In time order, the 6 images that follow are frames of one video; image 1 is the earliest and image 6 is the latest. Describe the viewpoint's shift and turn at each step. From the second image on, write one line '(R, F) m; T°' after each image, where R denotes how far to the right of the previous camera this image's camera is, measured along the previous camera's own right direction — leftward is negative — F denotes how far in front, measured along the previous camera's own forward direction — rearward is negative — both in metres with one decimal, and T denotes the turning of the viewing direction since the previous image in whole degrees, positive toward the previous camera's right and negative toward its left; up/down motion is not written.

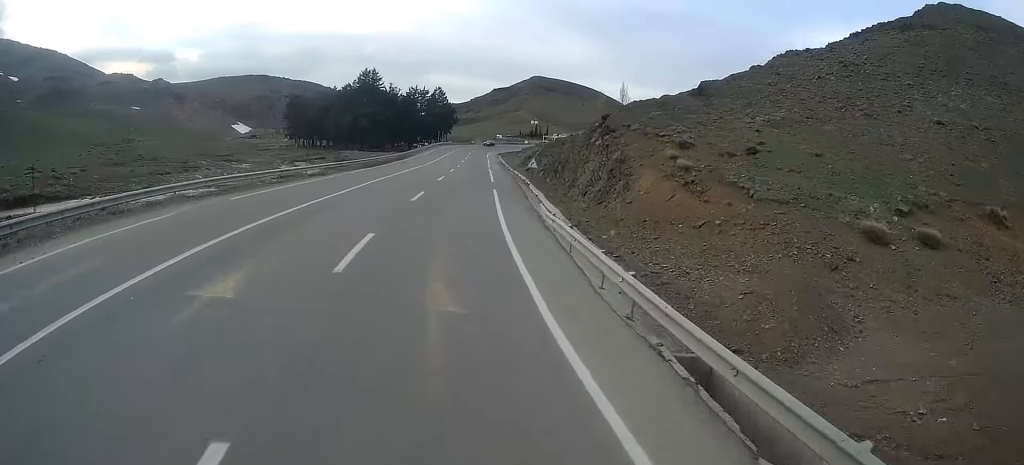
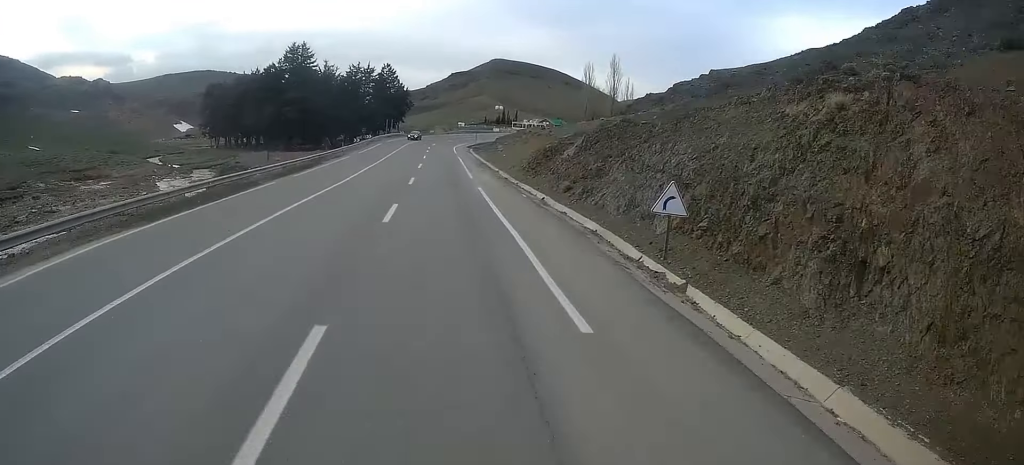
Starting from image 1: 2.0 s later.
(+0.6, +35.8) m; +2°
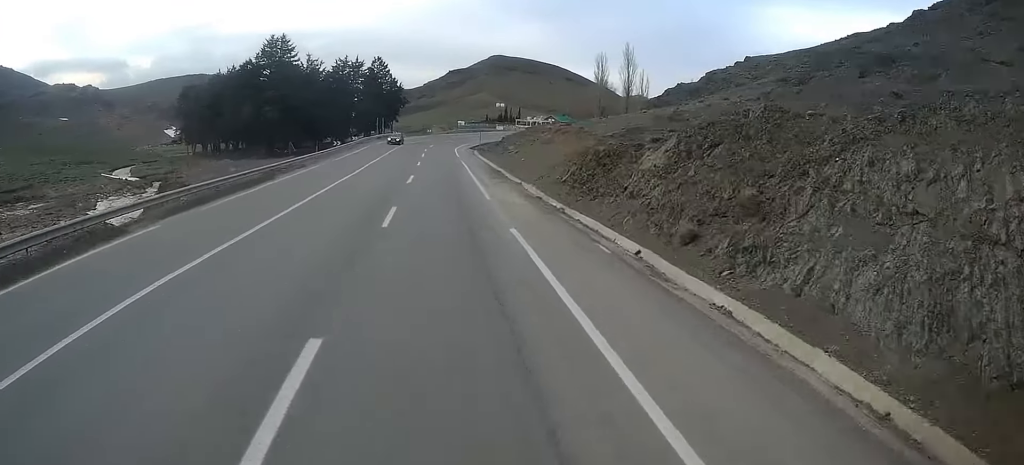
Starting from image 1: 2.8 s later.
(+0.2, +14.2) m; +1°
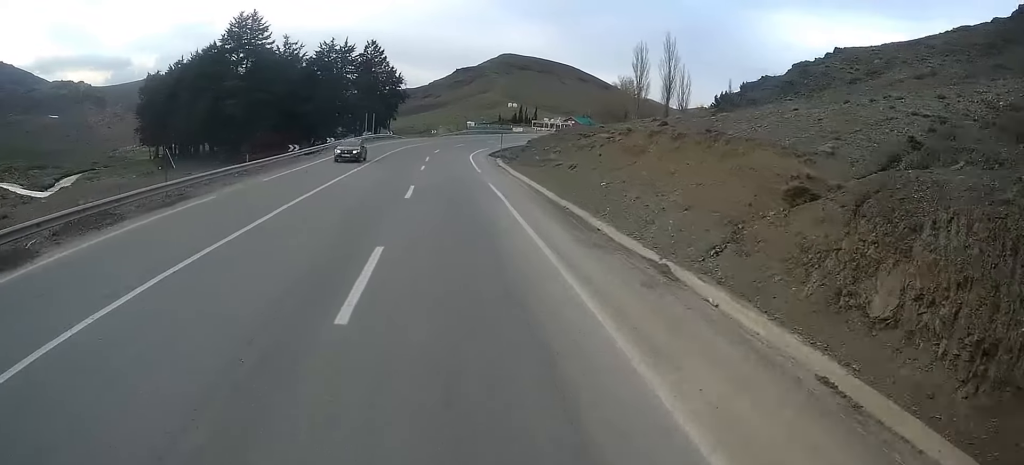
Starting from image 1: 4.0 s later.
(0.0, +21.9) m; 0°
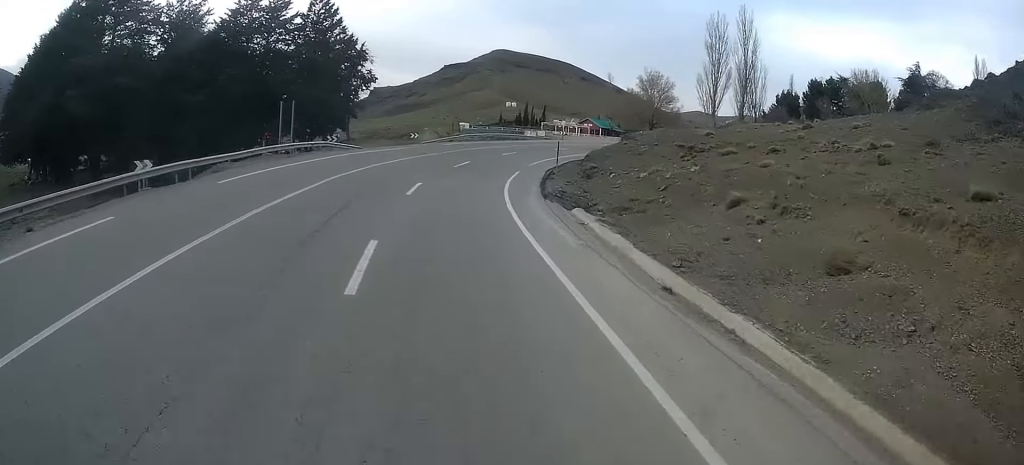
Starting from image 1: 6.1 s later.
(+0.5, +35.8) m; +2°
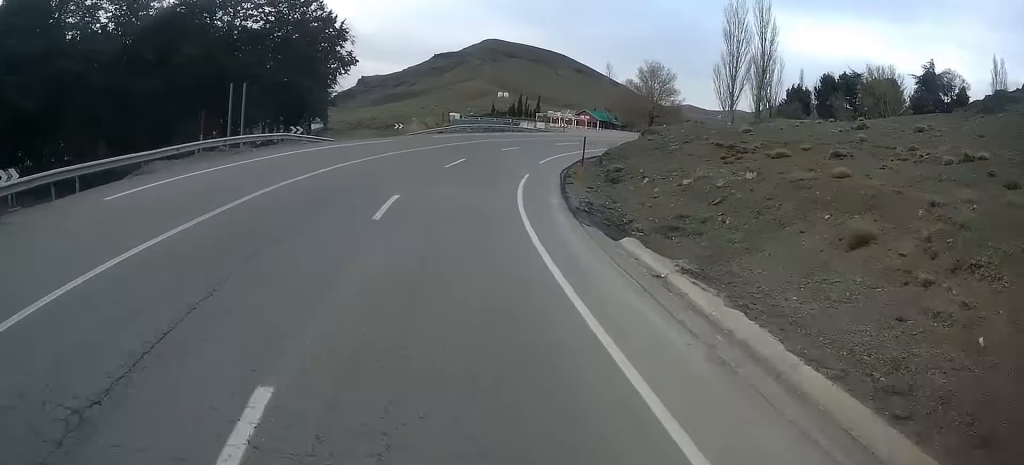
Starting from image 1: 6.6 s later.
(0.0, +7.2) m; +2°
